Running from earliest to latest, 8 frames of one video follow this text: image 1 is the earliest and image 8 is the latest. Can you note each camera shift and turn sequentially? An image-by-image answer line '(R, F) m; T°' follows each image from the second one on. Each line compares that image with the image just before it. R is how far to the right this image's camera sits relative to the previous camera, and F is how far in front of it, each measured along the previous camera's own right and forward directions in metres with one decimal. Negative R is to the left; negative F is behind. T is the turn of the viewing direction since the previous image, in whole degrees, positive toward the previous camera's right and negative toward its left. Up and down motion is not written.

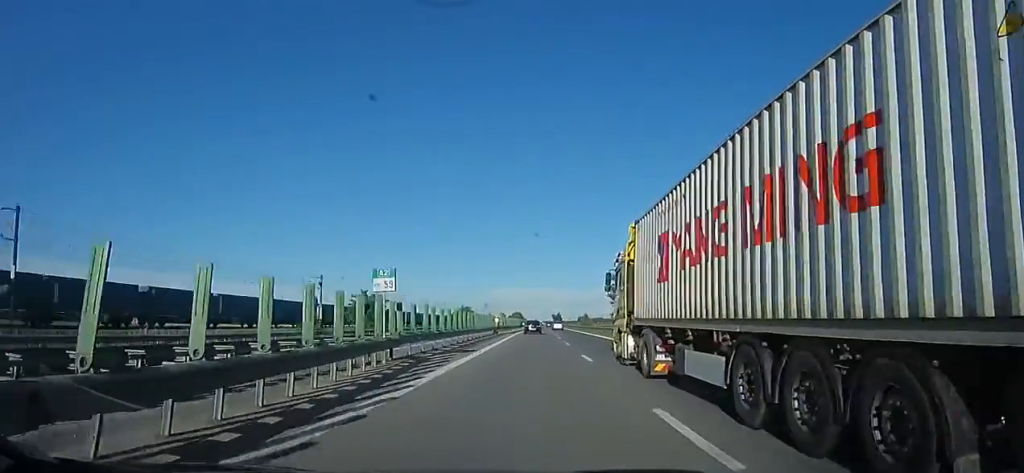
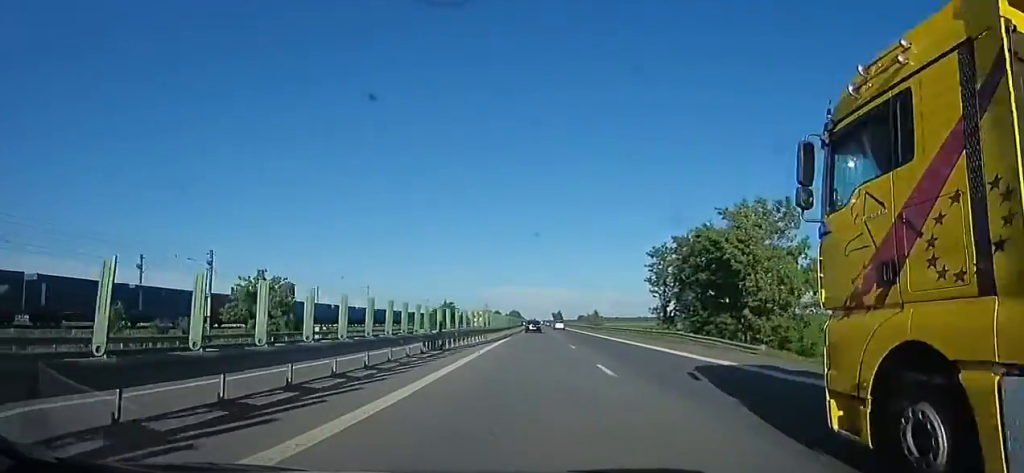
(0.0, +28.9) m; 0°
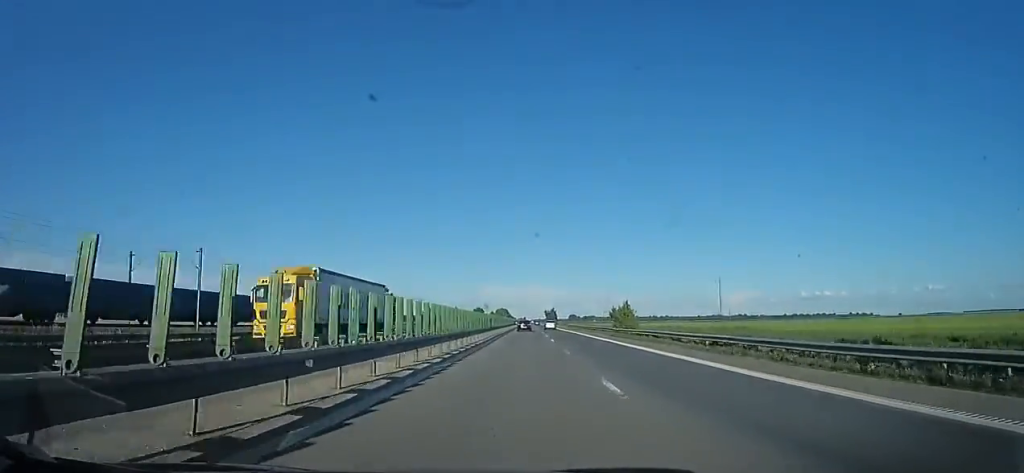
(0.0, +50.9) m; 0°
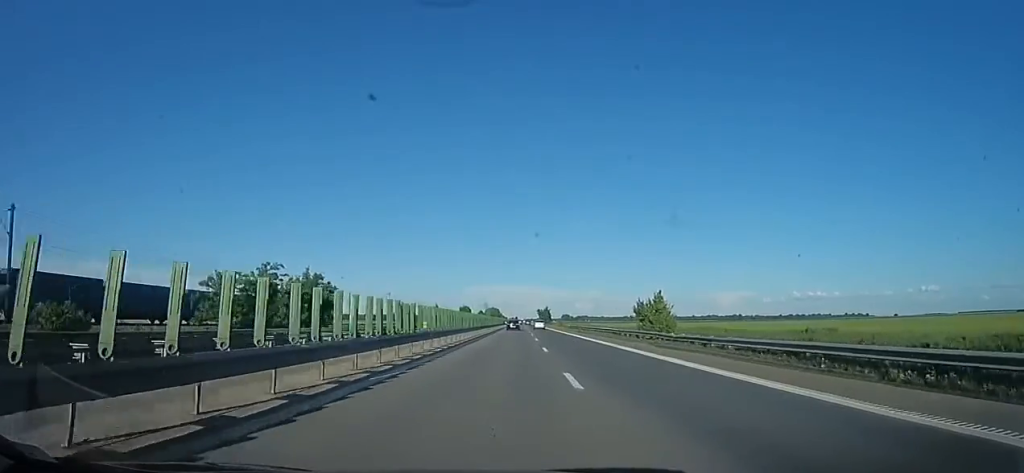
(0.0, +23.1) m; 0°
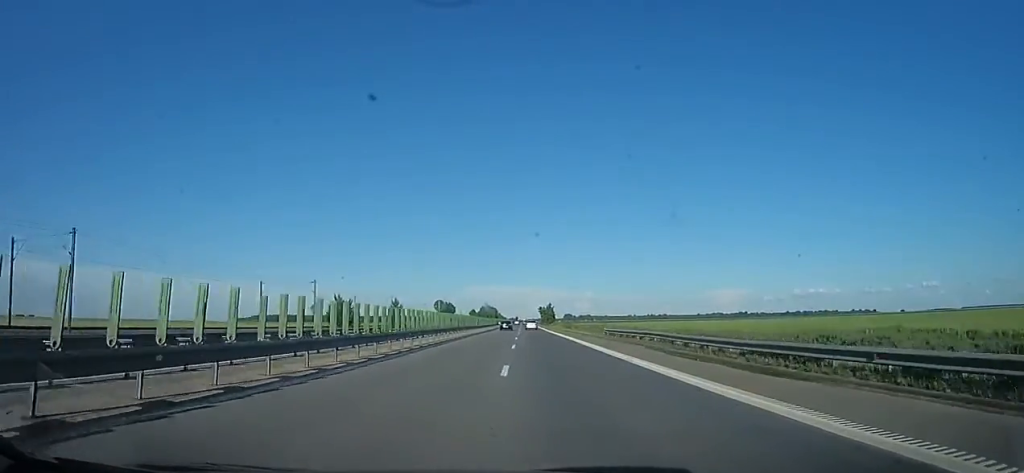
(0.0, +45.6) m; +2°
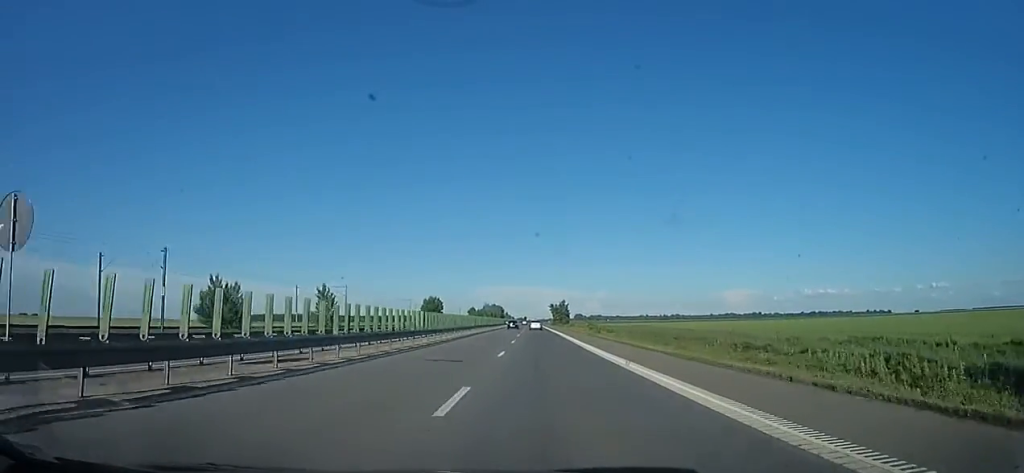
(+1.5, +40.8) m; 0°
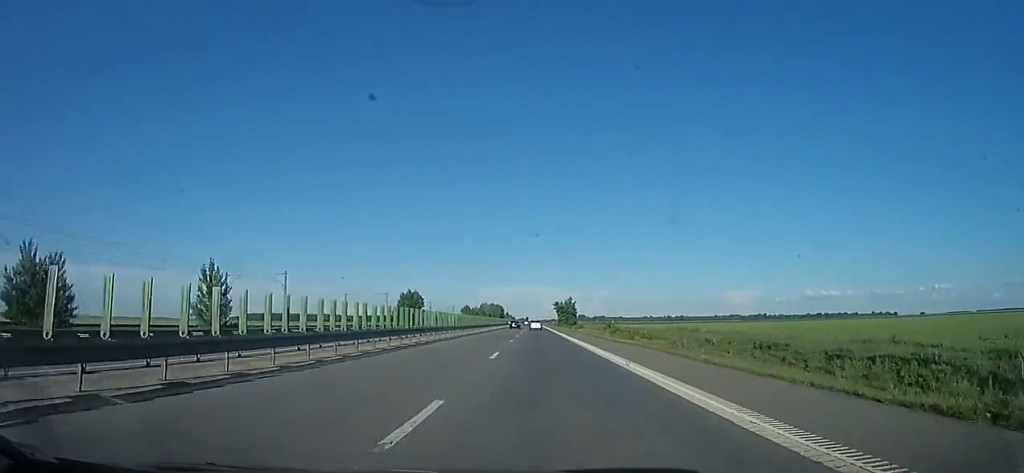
(-1.0, +26.0) m; -2°
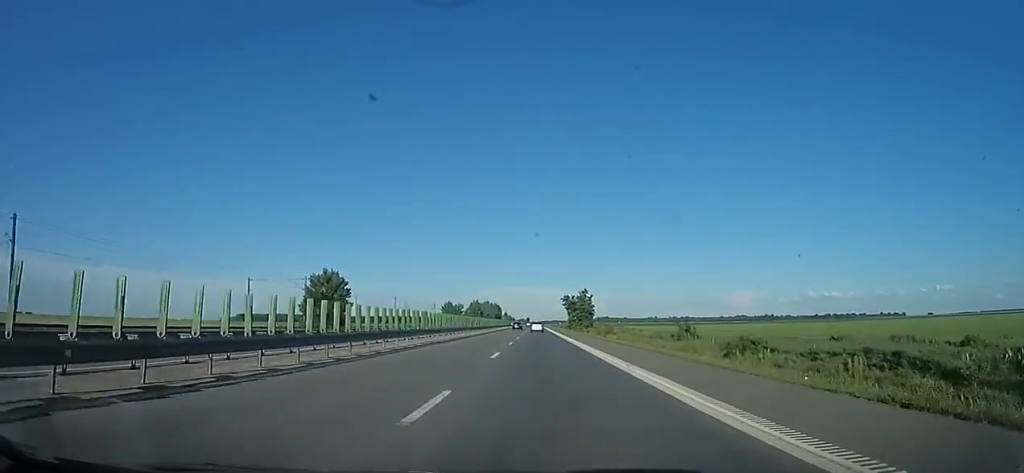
(-0.6, +46.7) m; -1°
